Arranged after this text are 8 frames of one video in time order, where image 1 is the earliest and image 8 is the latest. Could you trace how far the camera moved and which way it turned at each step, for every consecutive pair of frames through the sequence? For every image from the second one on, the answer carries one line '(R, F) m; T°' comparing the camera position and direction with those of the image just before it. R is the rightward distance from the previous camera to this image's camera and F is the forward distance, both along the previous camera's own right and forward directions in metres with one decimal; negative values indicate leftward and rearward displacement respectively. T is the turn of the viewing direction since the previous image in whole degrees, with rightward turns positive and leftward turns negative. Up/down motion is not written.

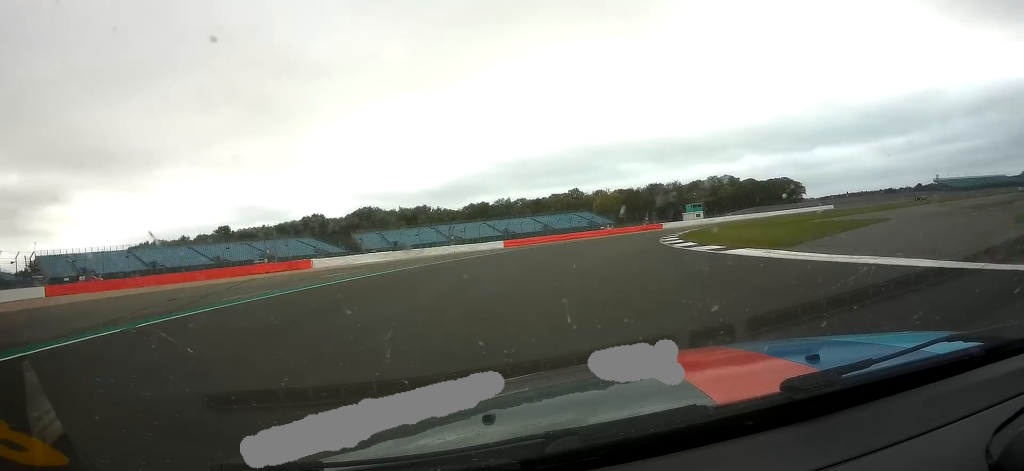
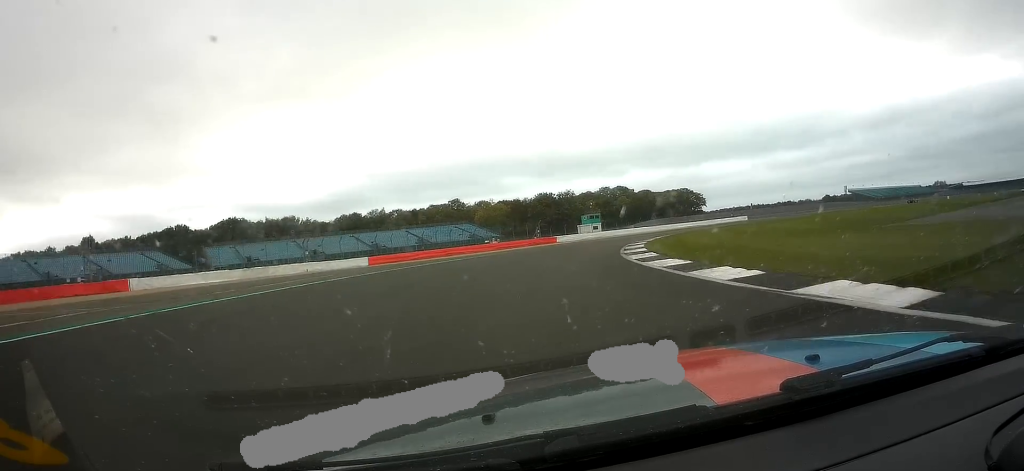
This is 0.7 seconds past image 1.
(+2.3, +20.4) m; +12°
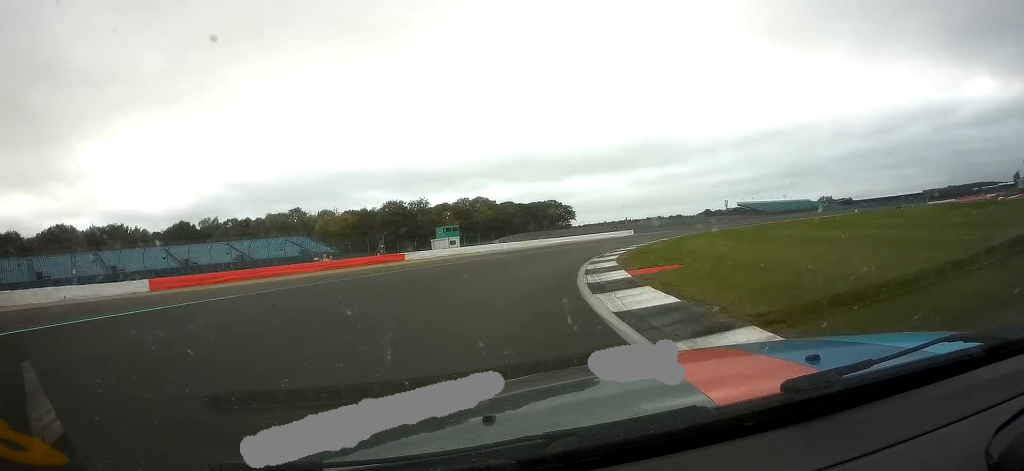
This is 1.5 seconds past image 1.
(+3.2, +26.6) m; +14°
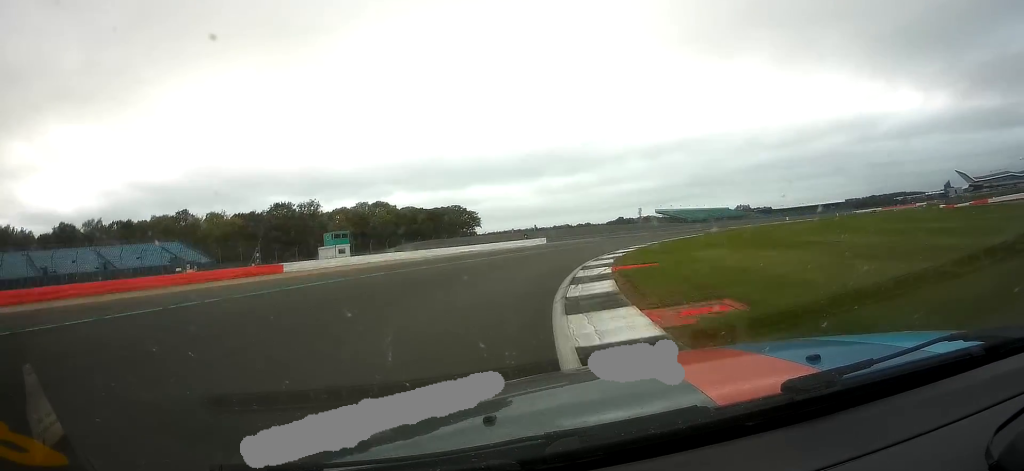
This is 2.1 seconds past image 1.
(+1.3, +16.5) m; +8°
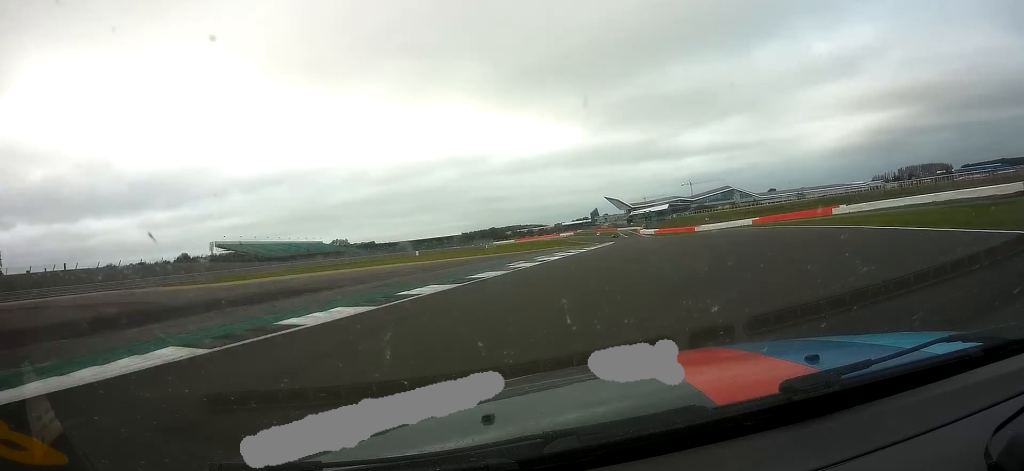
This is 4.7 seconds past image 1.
(+30.3, +76.8) m; +39°
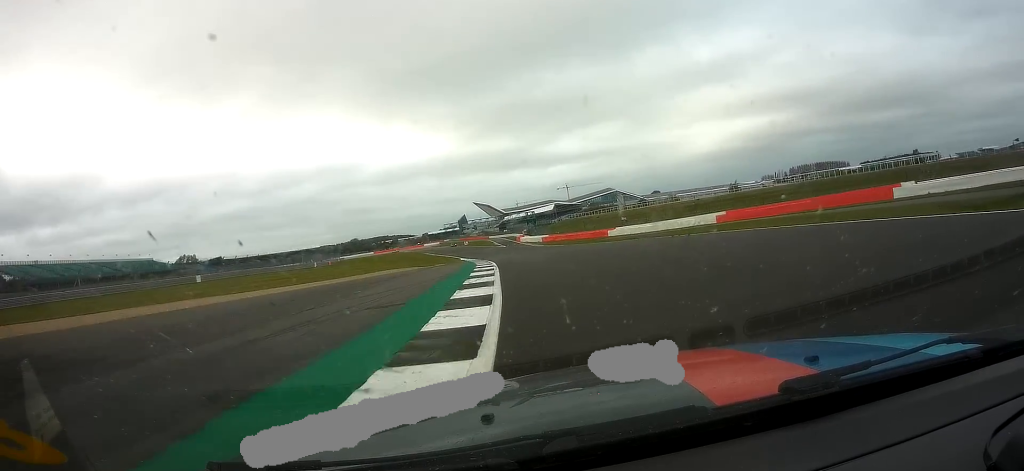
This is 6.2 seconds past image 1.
(+5.6, +49.4) m; +9°
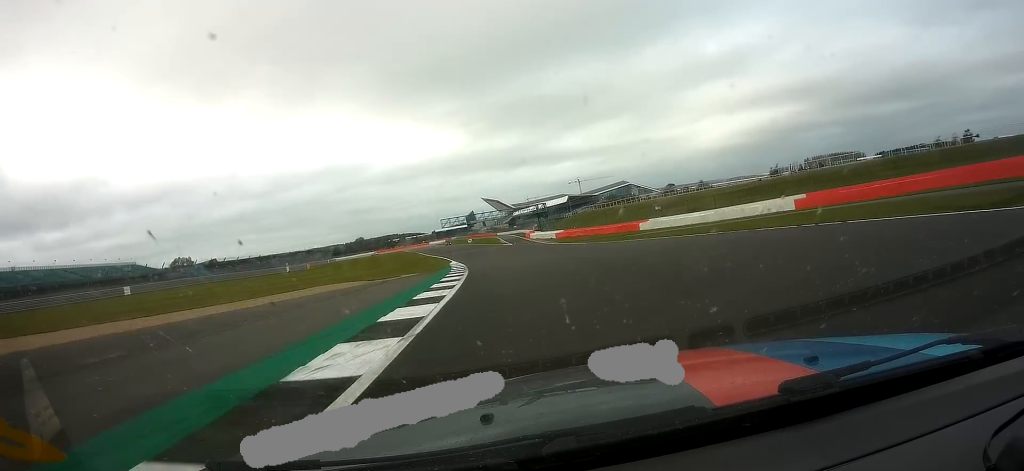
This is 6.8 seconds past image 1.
(+0.3, +22.3) m; 0°
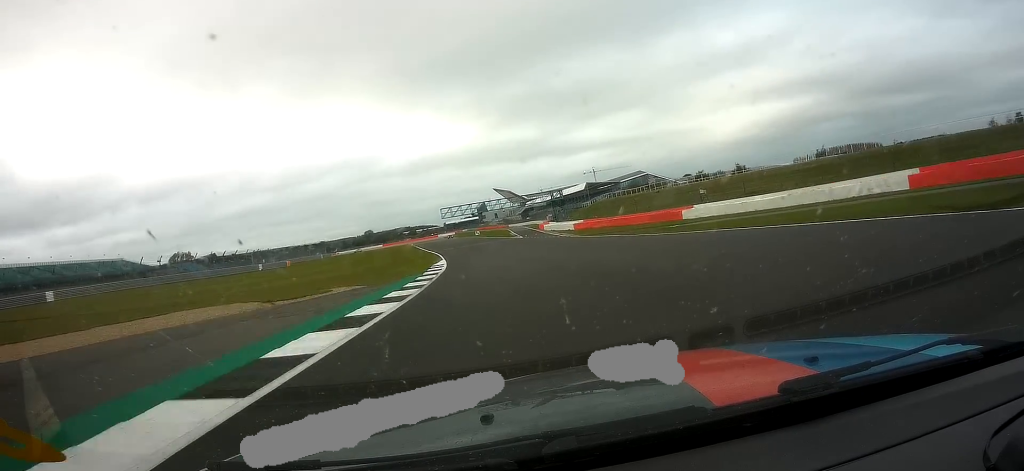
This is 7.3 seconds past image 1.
(+0.3, +17.7) m; -1°
